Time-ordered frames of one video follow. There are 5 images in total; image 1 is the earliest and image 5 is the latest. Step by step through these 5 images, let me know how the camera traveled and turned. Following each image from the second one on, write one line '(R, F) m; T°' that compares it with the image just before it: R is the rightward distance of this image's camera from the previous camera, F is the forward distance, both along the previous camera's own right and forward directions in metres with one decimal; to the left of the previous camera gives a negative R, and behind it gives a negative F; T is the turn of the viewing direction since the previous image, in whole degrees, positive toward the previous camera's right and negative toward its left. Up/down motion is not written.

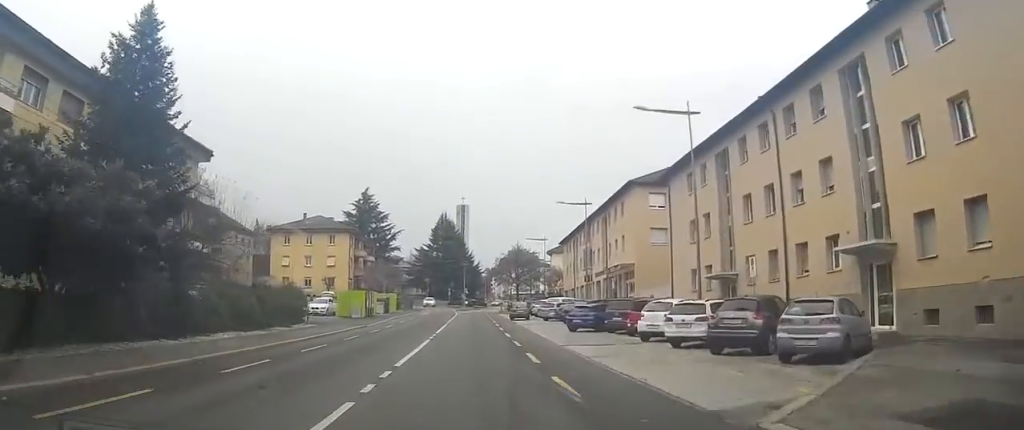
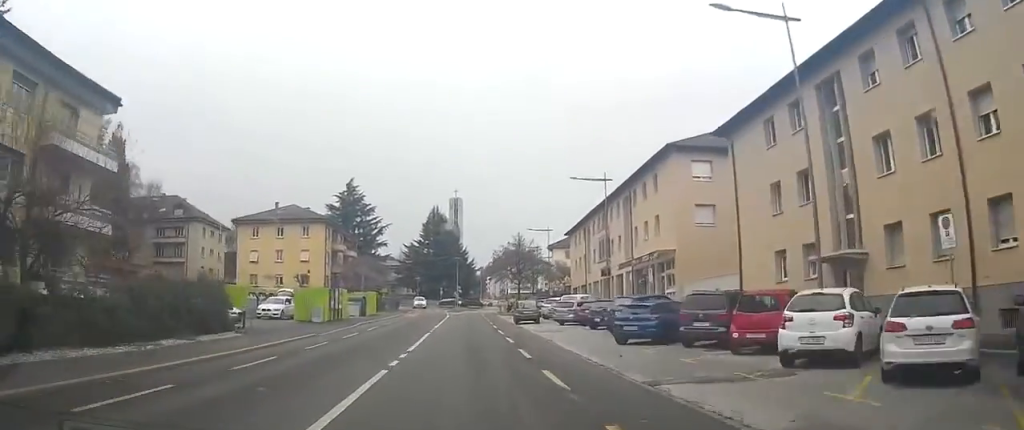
(0.0, +12.0) m; 0°
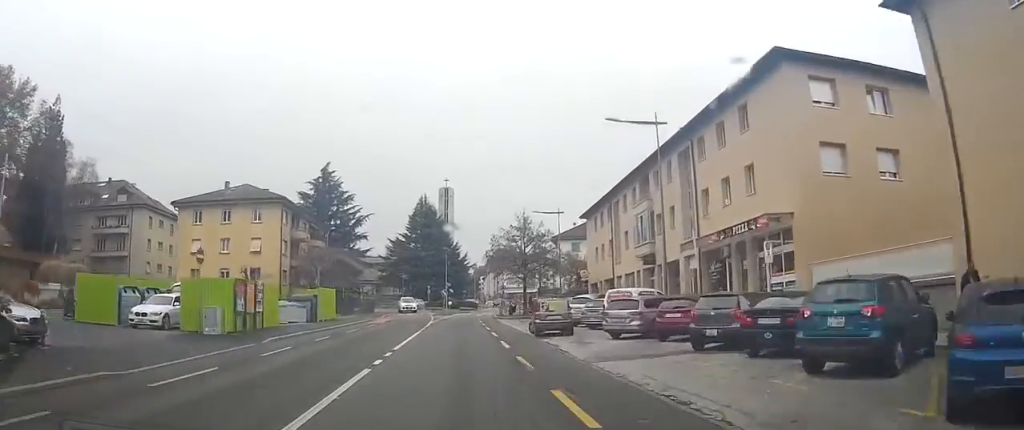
(+0.1, +17.4) m; 0°
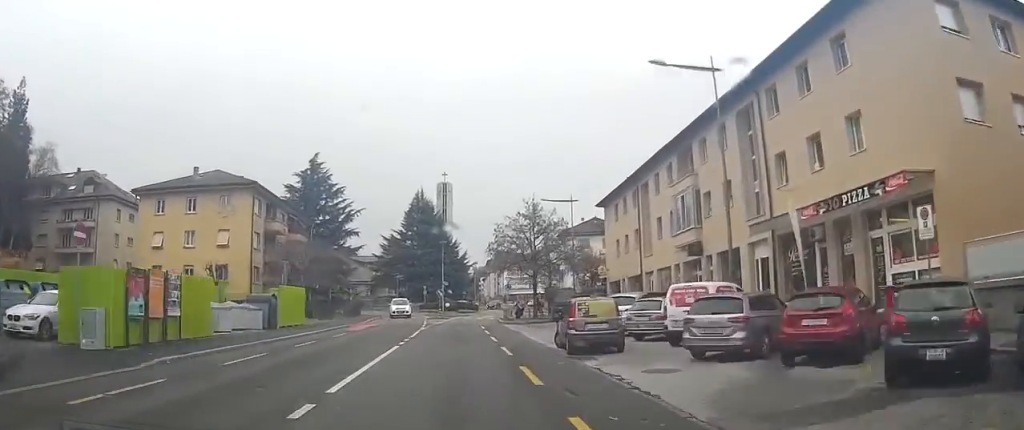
(0.0, +8.4) m; 0°
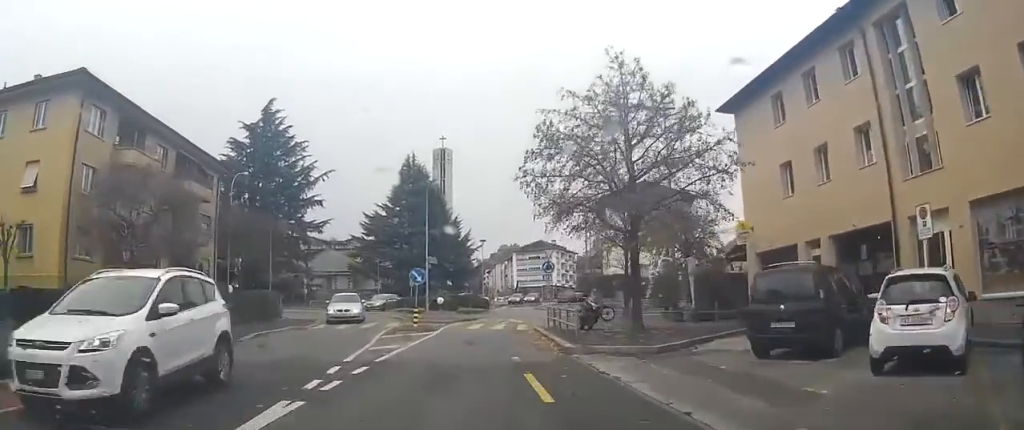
(+0.2, +29.4) m; +1°
